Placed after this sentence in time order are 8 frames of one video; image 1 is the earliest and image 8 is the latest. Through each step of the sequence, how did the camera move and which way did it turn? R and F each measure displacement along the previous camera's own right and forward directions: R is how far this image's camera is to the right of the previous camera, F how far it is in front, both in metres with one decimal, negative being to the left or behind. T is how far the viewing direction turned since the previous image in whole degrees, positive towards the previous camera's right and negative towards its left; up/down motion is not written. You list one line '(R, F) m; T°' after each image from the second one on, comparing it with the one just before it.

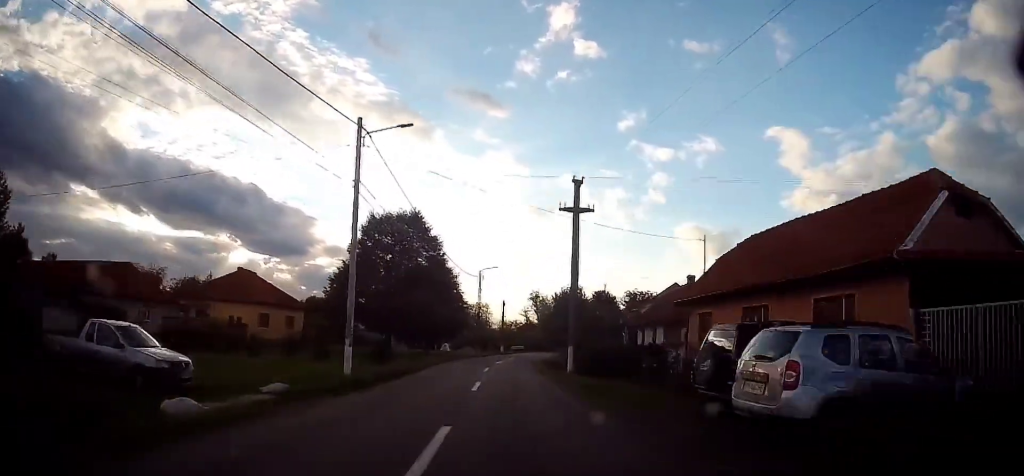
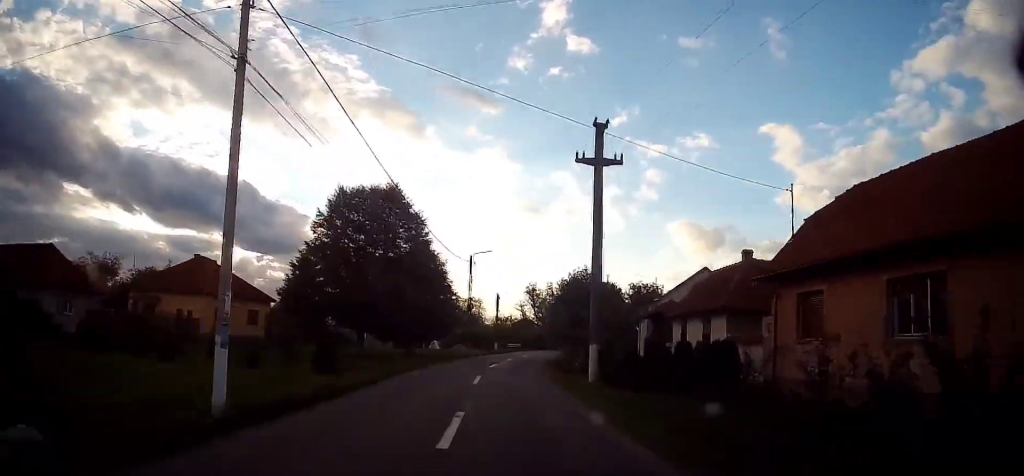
(+0.1, +7.6) m; +1°
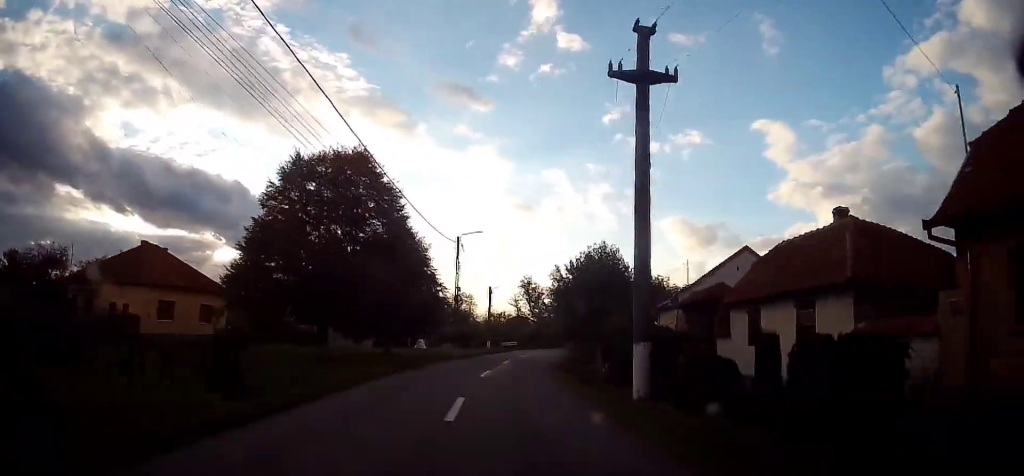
(0.0, +7.3) m; 0°
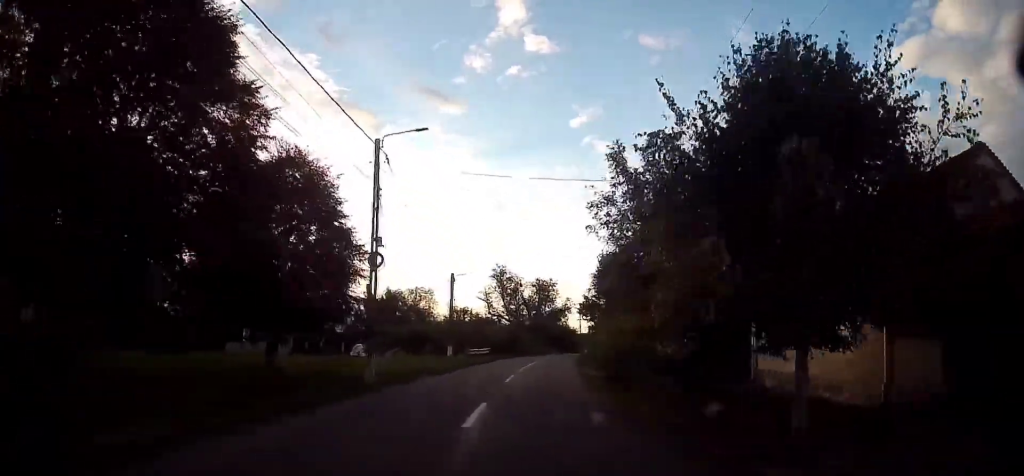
(0.0, +18.5) m; +2°
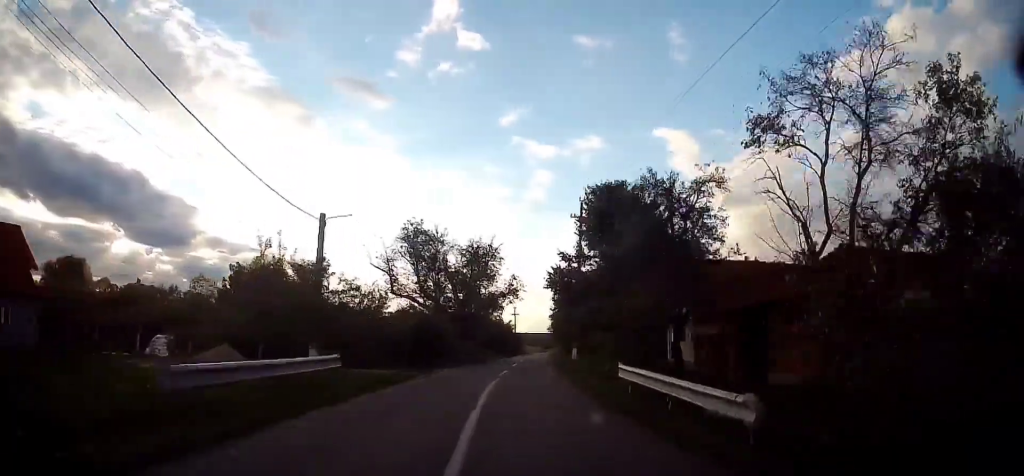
(+1.3, +23.9) m; +7°
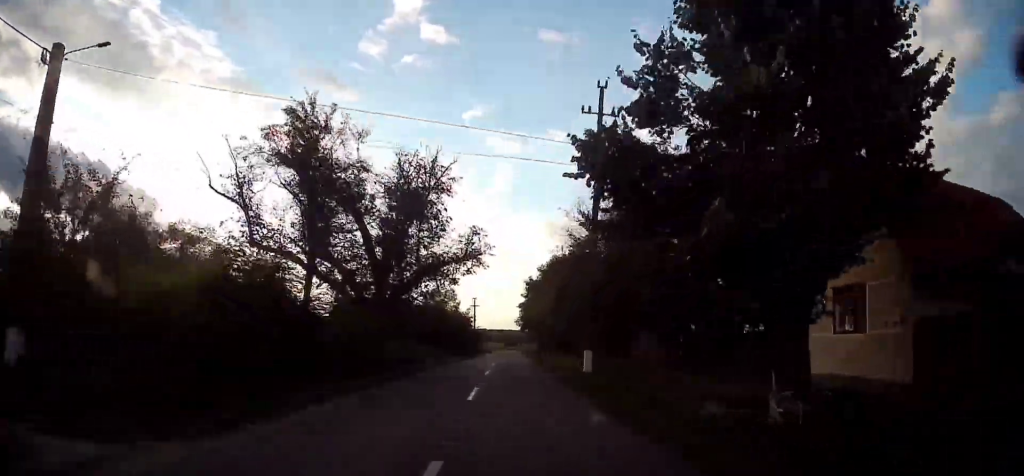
(+1.1, +18.8) m; +6°
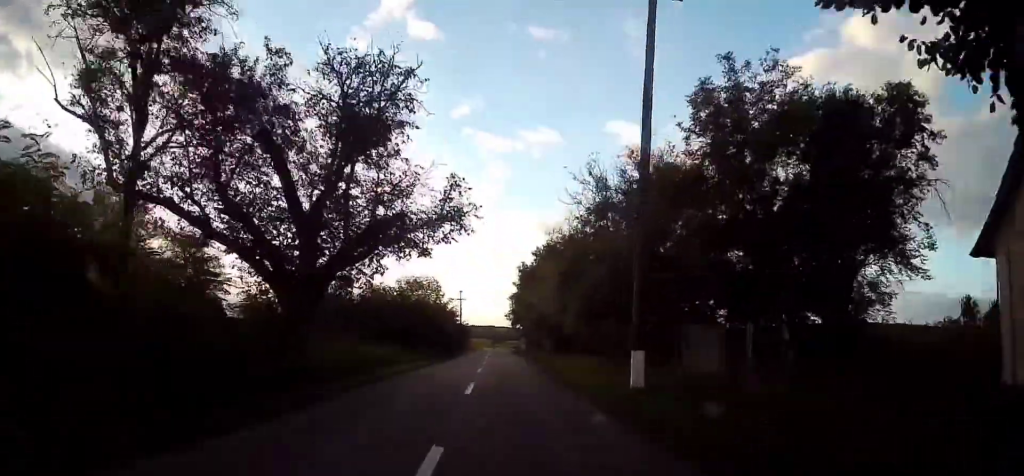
(+0.3, +8.4) m; +1°
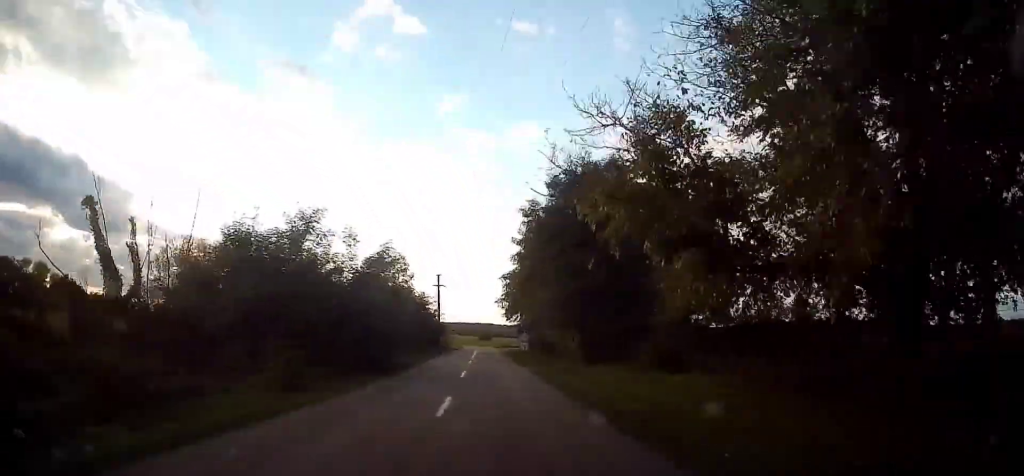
(+0.3, +21.6) m; +1°
